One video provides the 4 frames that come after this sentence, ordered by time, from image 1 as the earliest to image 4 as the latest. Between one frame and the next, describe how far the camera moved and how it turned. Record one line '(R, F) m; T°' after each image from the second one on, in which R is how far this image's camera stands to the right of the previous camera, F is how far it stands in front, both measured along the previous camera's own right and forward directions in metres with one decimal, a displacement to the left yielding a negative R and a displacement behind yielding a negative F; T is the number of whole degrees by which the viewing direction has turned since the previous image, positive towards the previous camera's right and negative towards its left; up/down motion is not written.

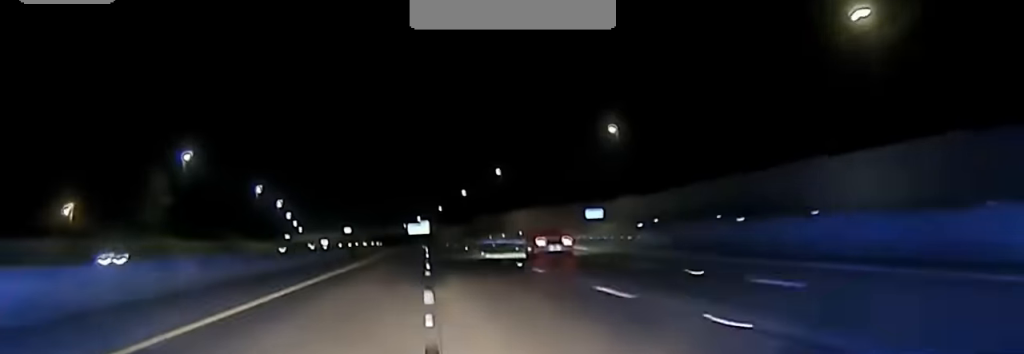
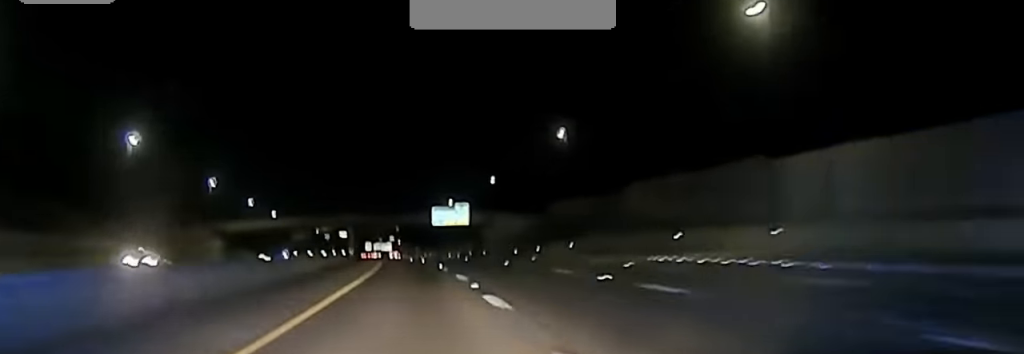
(-1.3, +132.3) m; -3°
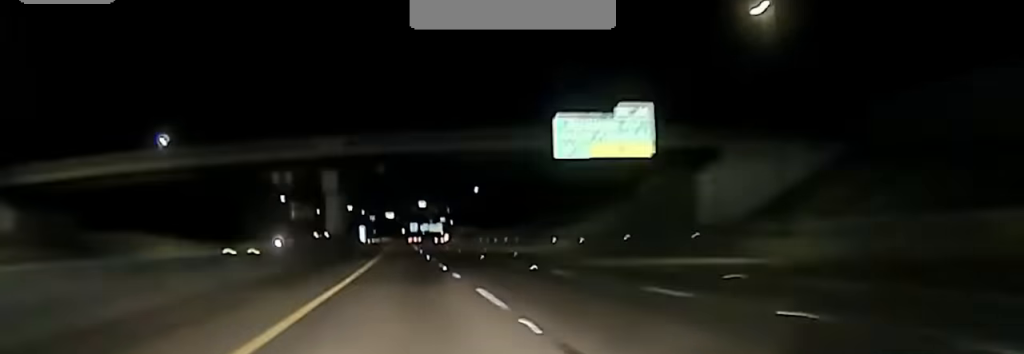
(-4.4, +133.8) m; -3°
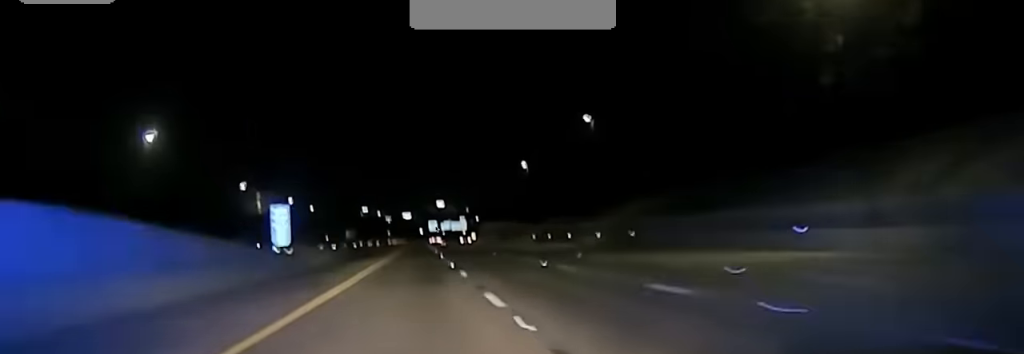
(-0.6, +87.0) m; -1°
